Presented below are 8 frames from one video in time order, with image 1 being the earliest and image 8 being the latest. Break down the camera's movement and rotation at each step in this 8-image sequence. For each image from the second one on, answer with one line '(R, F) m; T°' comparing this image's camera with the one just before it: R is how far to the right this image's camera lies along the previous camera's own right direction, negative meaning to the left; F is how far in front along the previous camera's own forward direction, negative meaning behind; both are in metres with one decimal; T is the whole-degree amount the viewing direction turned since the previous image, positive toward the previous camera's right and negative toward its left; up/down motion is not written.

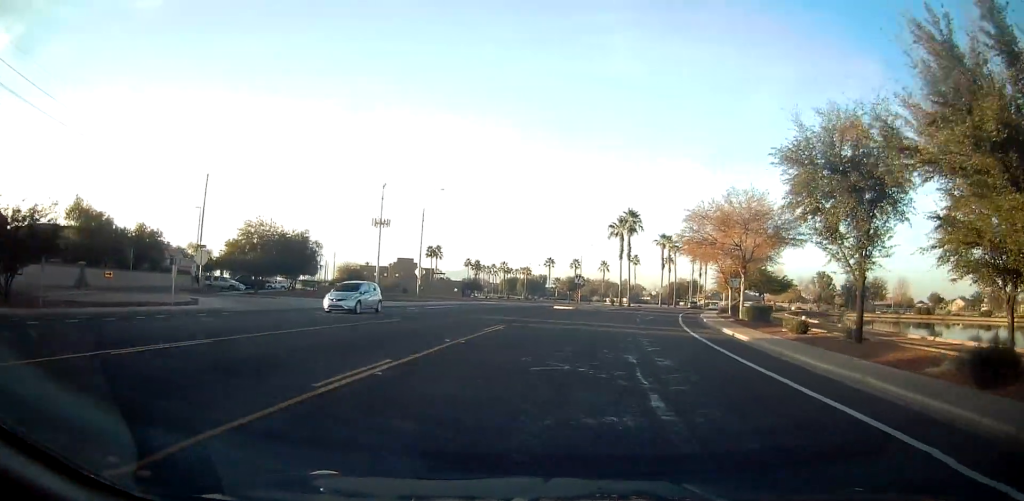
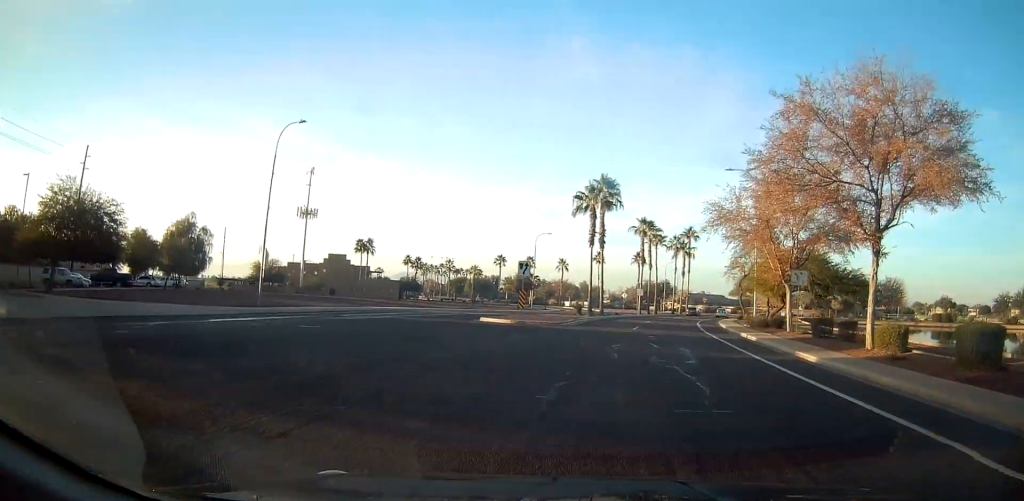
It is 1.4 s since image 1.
(+1.4, +21.8) m; +14°
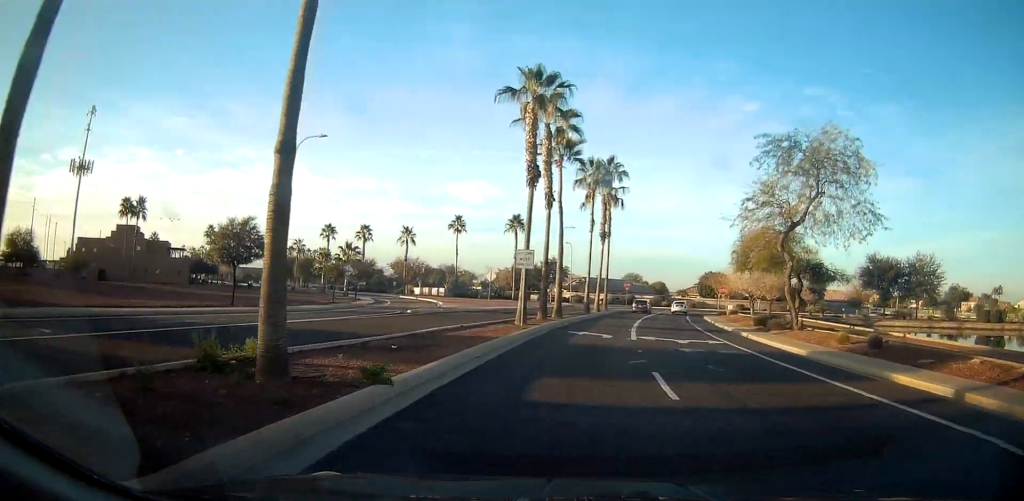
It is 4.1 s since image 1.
(+8.3, +42.1) m; +16°
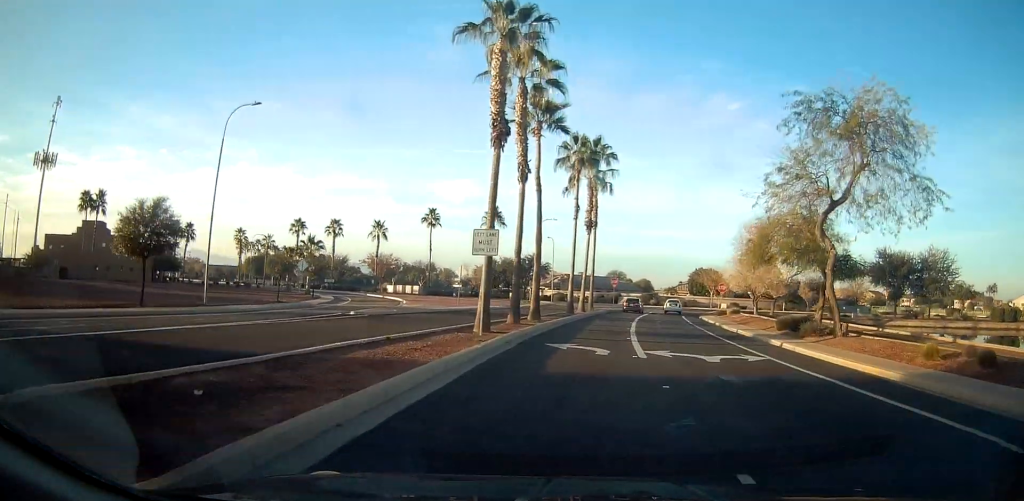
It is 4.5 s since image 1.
(+0.4, +6.5) m; +2°
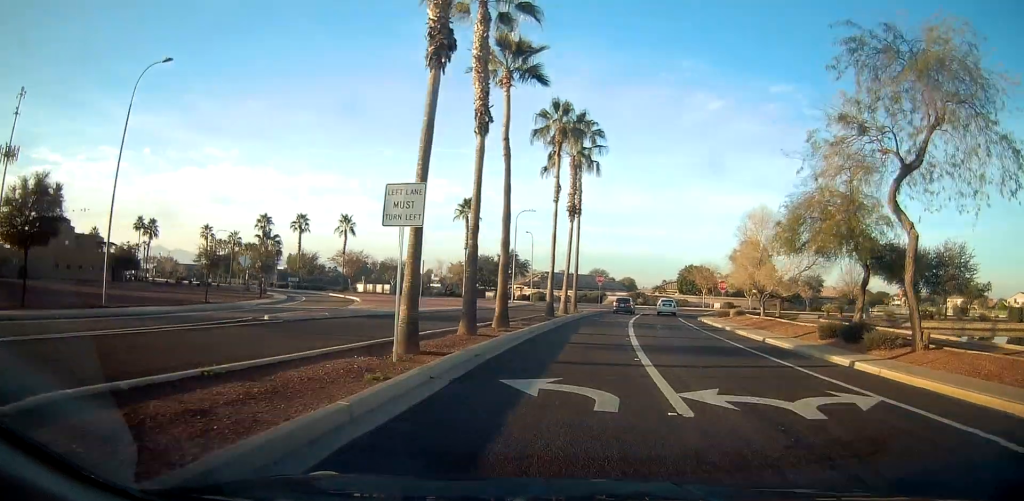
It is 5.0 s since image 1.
(+0.3, +7.0) m; +2°
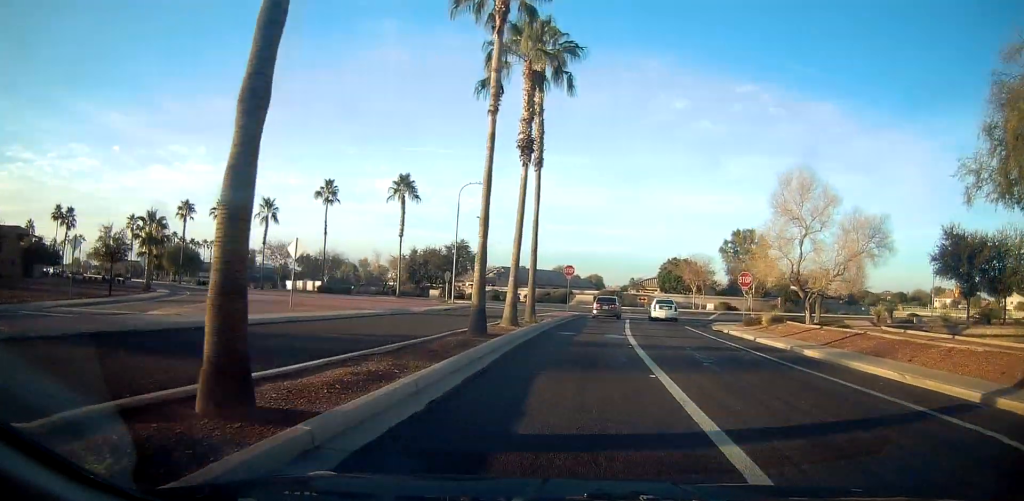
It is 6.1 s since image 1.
(+0.2, +16.1) m; +6°
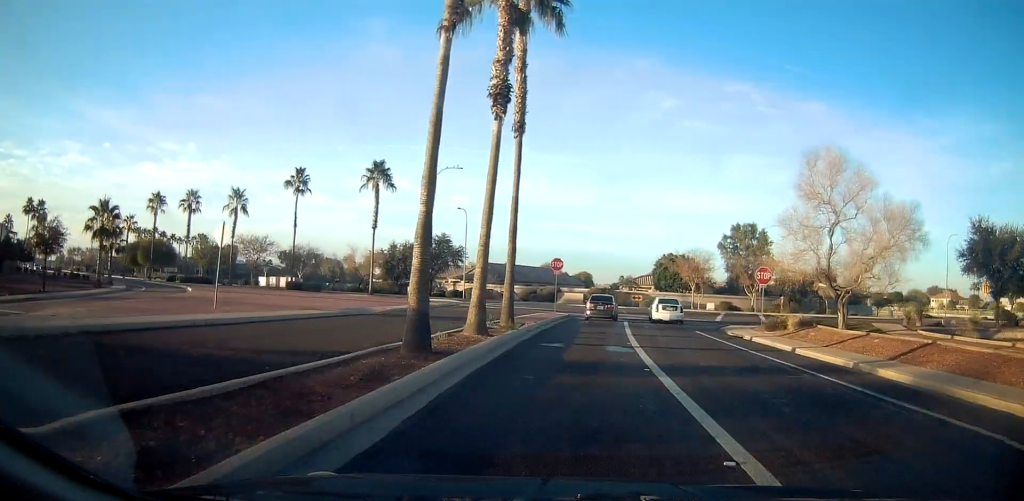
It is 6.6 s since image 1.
(+0.5, +5.2) m; +5°
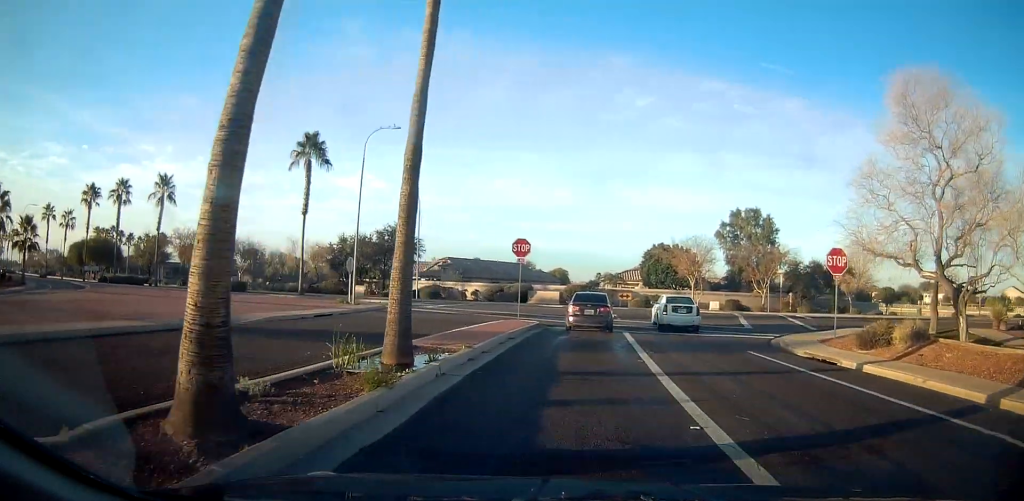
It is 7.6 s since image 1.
(+1.2, +11.8) m; +7°
